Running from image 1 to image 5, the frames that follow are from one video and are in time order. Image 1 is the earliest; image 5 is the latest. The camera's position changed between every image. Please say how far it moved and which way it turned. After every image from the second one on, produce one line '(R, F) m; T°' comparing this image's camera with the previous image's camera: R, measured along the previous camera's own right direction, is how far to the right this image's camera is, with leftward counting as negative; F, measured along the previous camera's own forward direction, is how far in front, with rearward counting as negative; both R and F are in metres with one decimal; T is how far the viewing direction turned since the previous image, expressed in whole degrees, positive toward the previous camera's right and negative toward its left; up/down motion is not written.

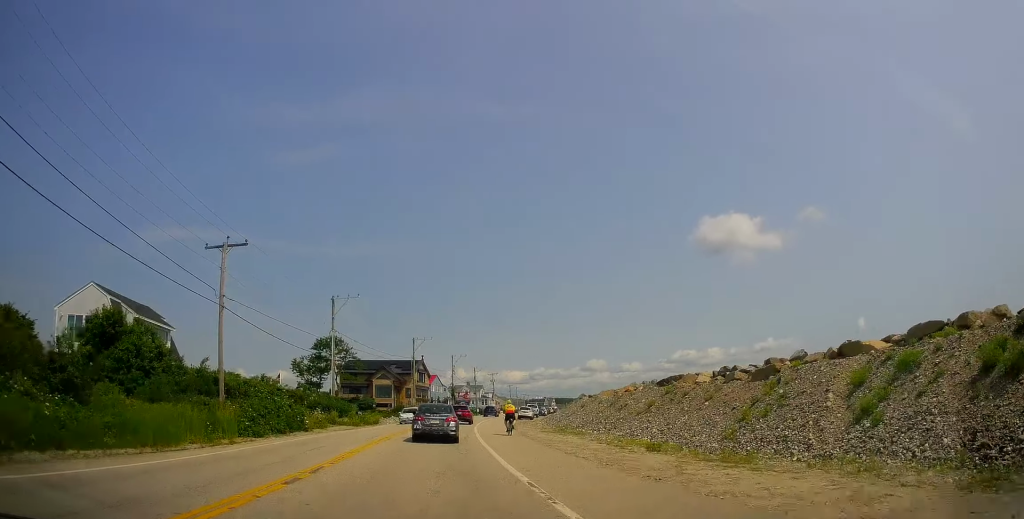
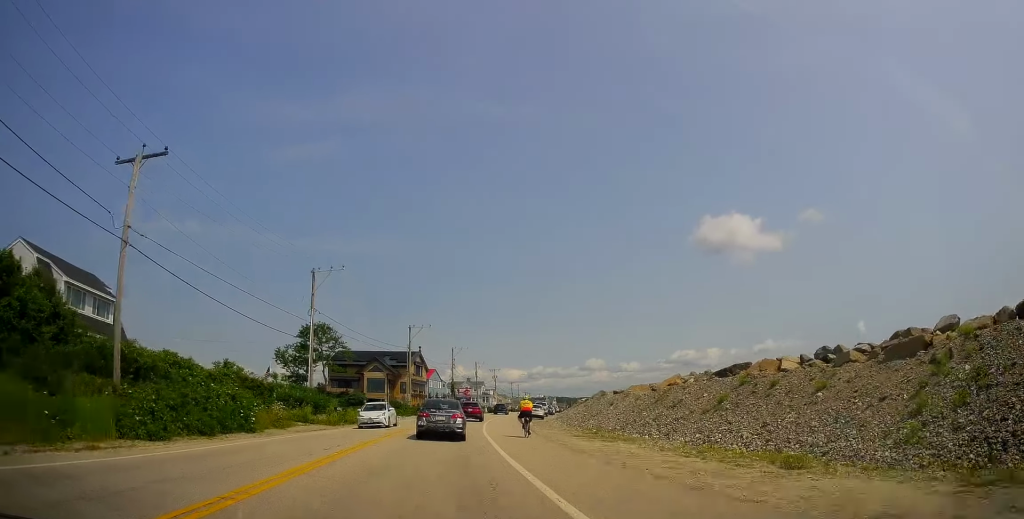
(+0.3, +9.6) m; +1°
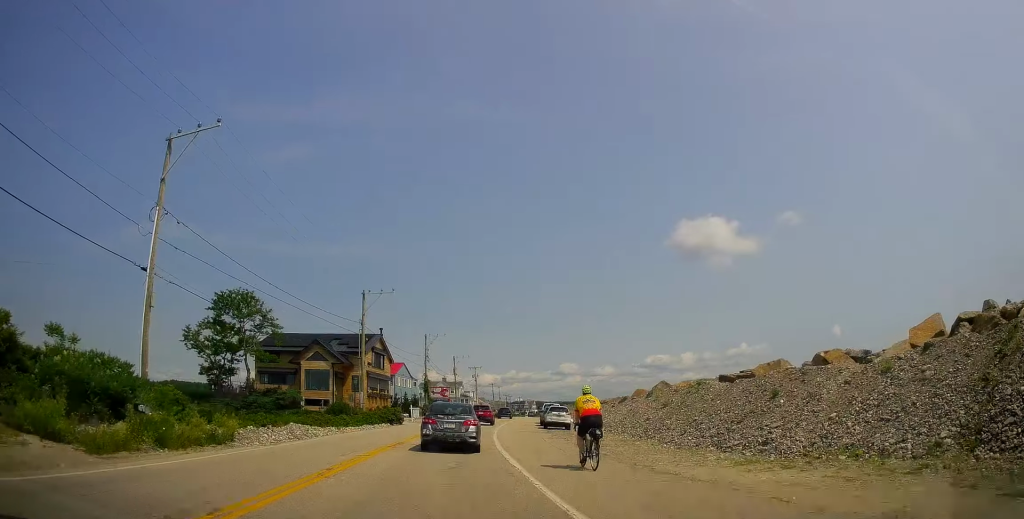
(+0.1, +25.1) m; +1°
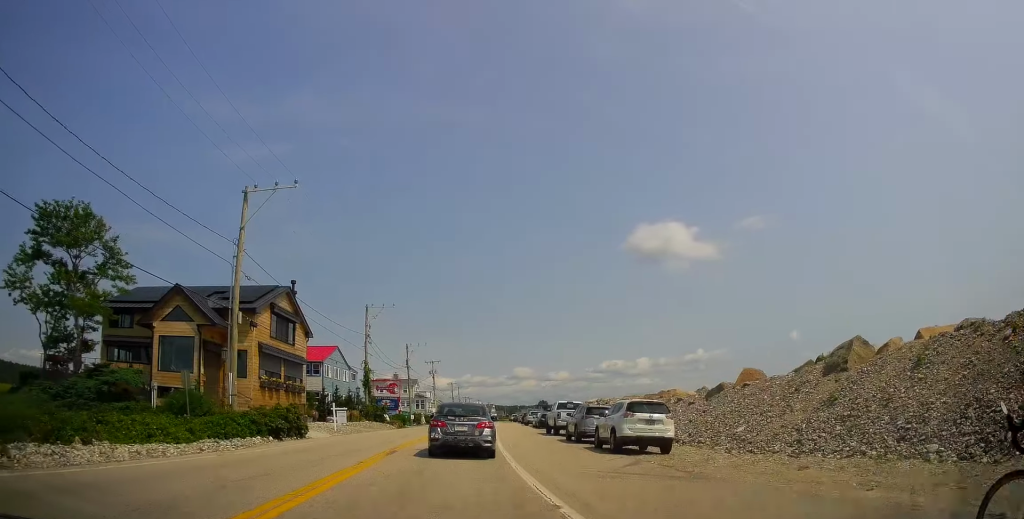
(+0.9, +24.8) m; +4°
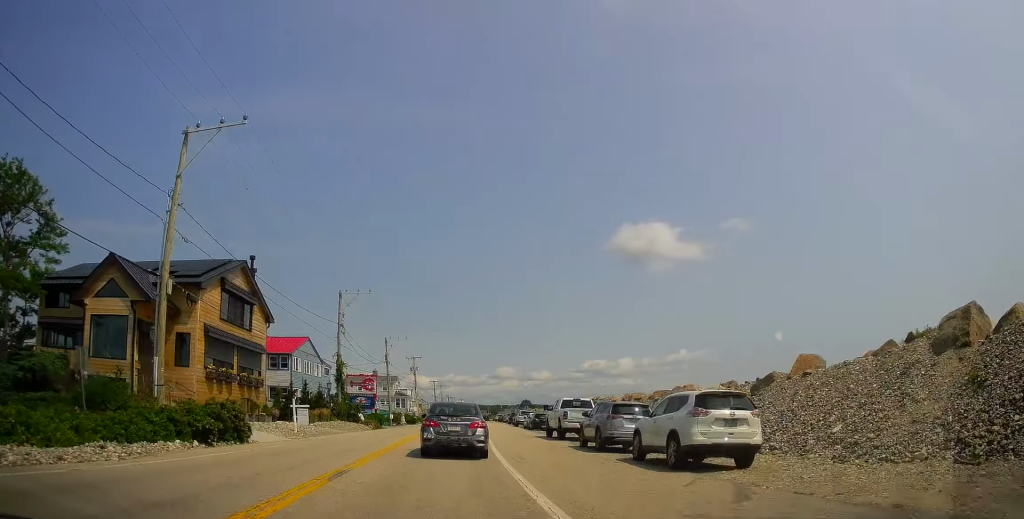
(+0.1, +6.2) m; +2°
